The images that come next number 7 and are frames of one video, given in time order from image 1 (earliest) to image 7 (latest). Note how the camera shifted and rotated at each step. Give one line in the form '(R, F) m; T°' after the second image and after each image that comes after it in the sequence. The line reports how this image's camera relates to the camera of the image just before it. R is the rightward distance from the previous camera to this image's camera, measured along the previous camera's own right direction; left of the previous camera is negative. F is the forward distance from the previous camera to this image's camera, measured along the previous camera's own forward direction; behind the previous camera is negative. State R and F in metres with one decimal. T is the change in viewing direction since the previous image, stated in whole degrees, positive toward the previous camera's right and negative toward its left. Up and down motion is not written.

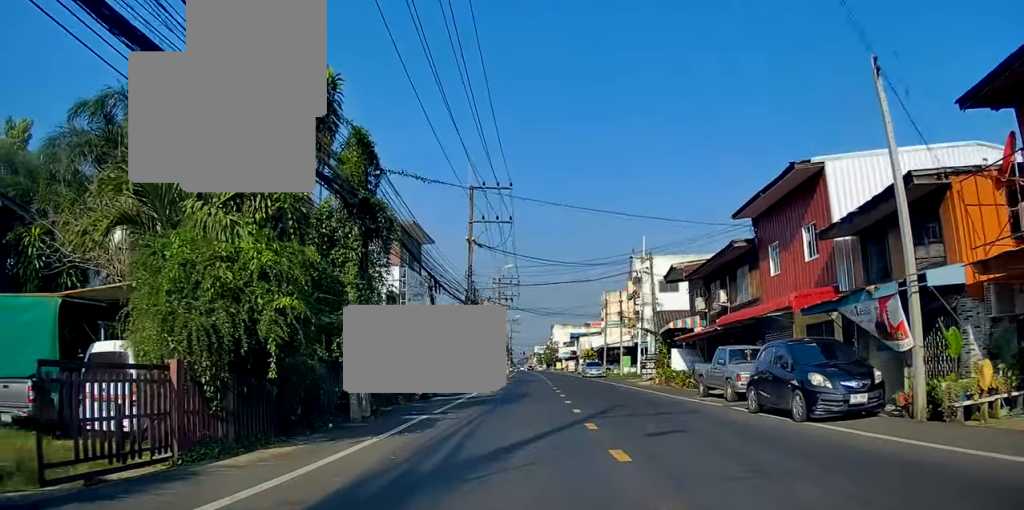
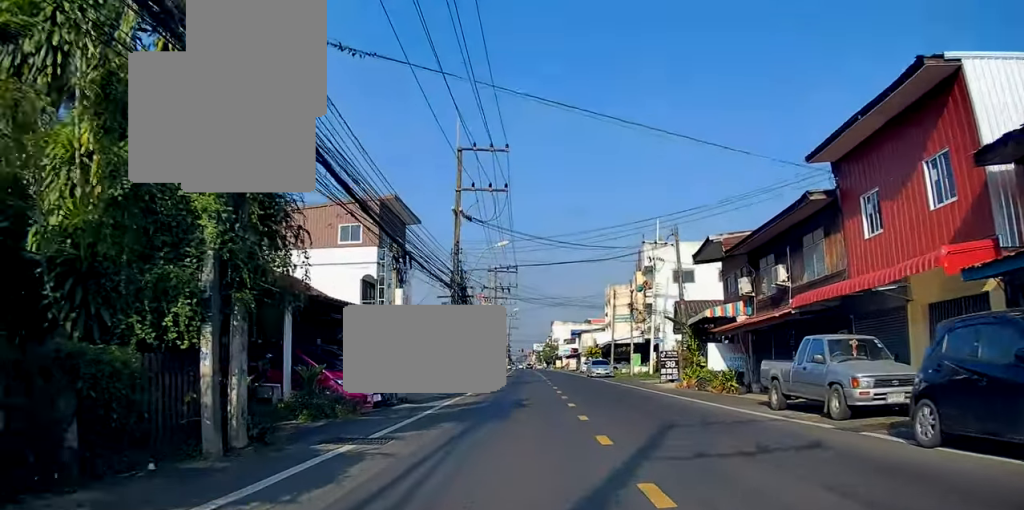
(0.0, +6.8) m; 0°
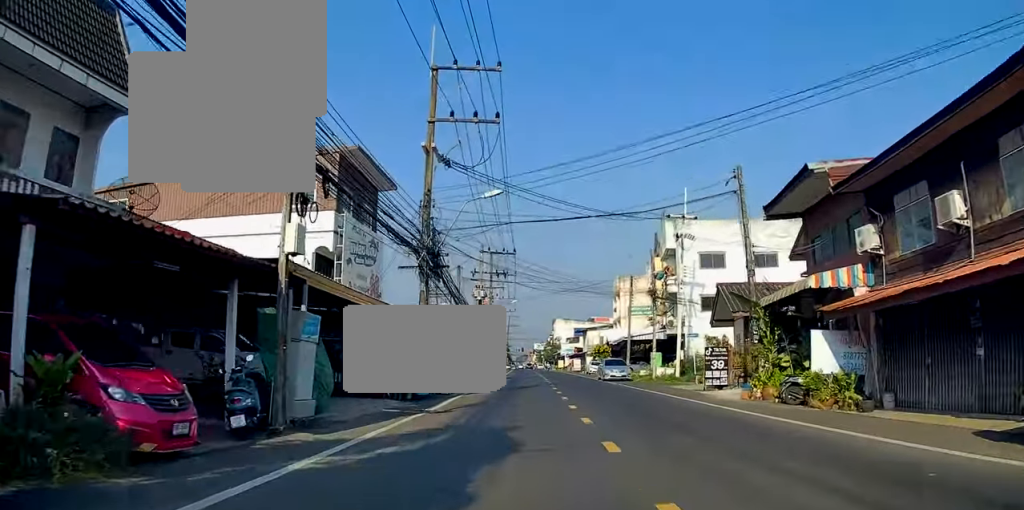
(+0.1, +9.2) m; 0°
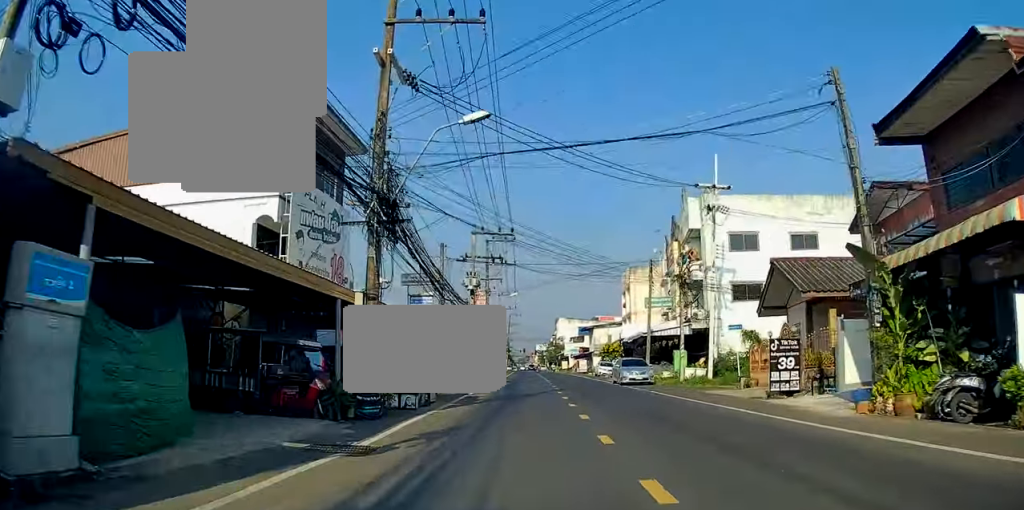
(-0.1, +6.8) m; 0°
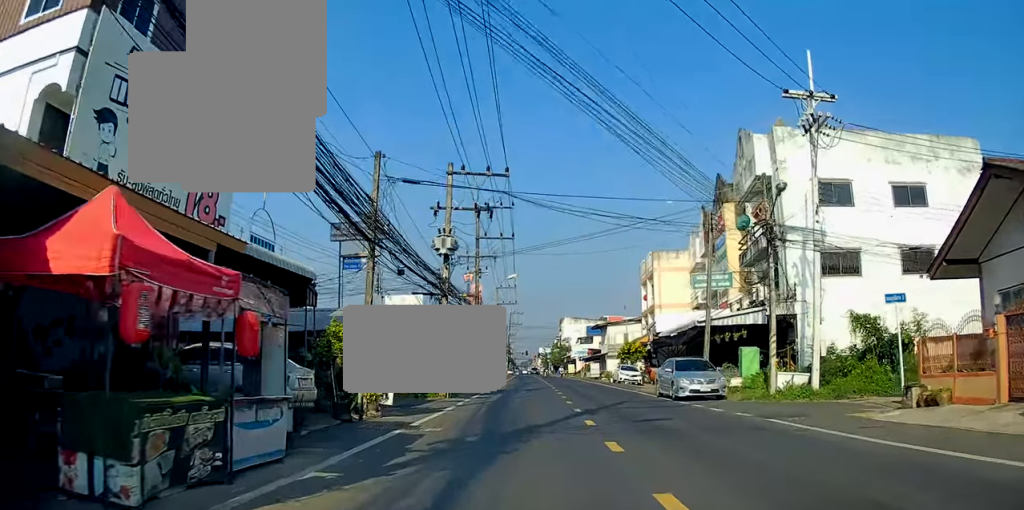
(+0.1, +13.2) m; -1°
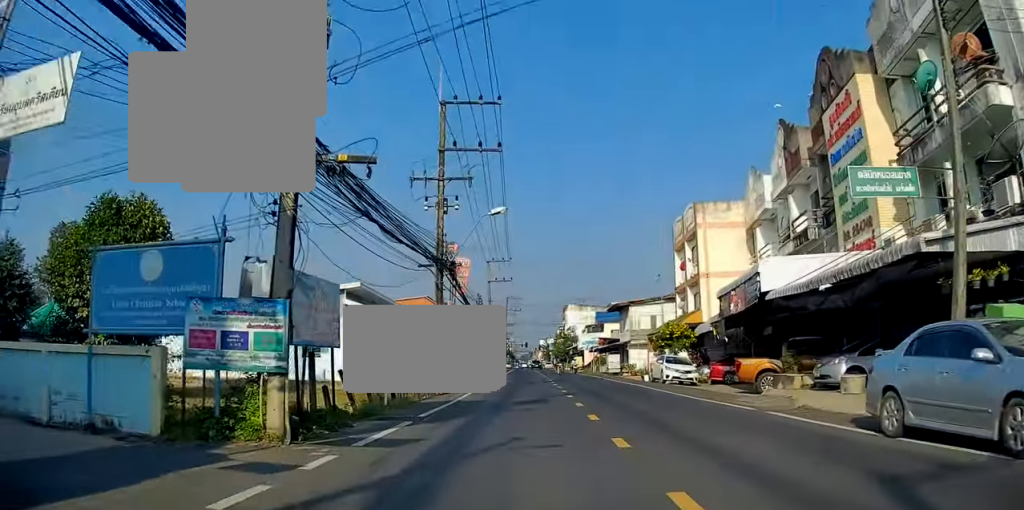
(-0.7, +17.1) m; -2°
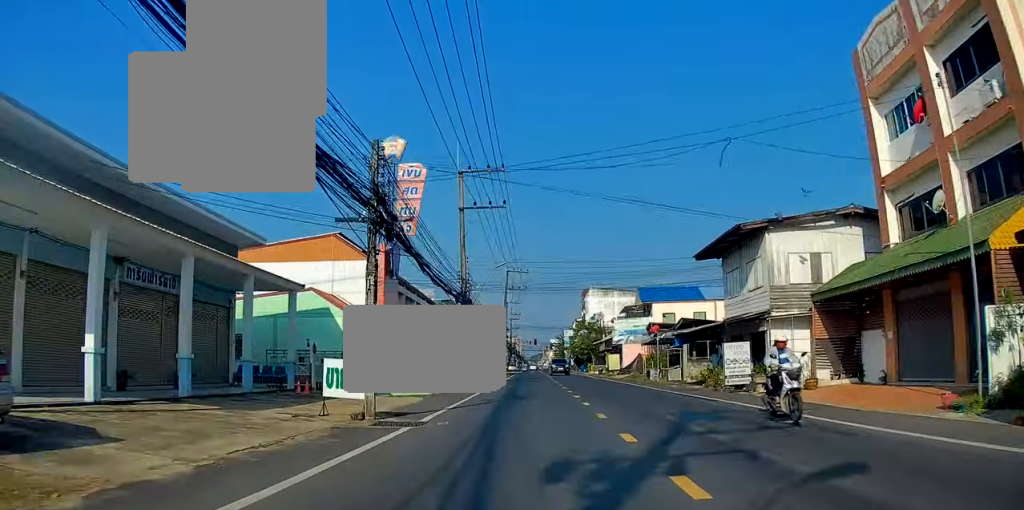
(+0.3, +33.1) m; 0°
